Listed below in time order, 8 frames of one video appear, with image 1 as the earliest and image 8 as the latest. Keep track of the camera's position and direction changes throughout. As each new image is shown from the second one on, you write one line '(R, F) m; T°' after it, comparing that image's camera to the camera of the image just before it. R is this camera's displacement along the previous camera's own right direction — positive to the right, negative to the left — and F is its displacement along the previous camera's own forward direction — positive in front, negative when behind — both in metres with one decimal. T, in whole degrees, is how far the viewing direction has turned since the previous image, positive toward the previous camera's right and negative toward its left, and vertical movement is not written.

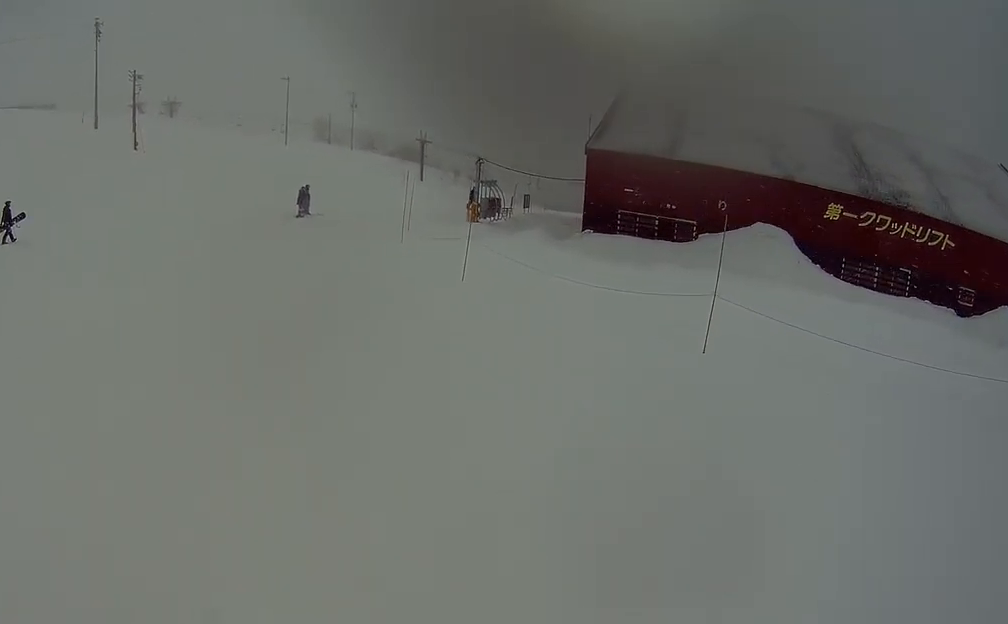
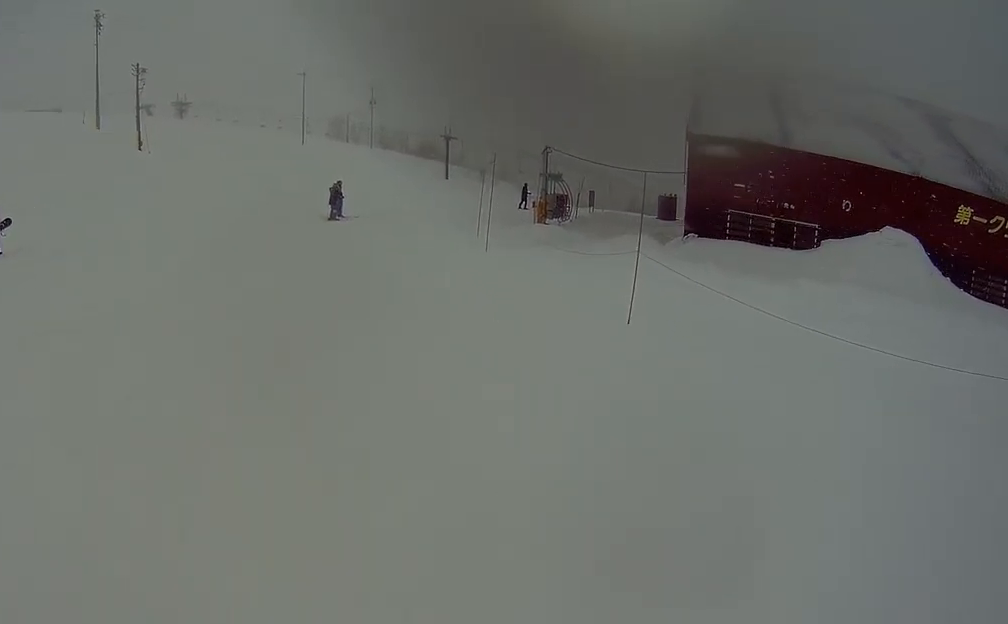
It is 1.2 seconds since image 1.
(+0.2, +7.3) m; +3°
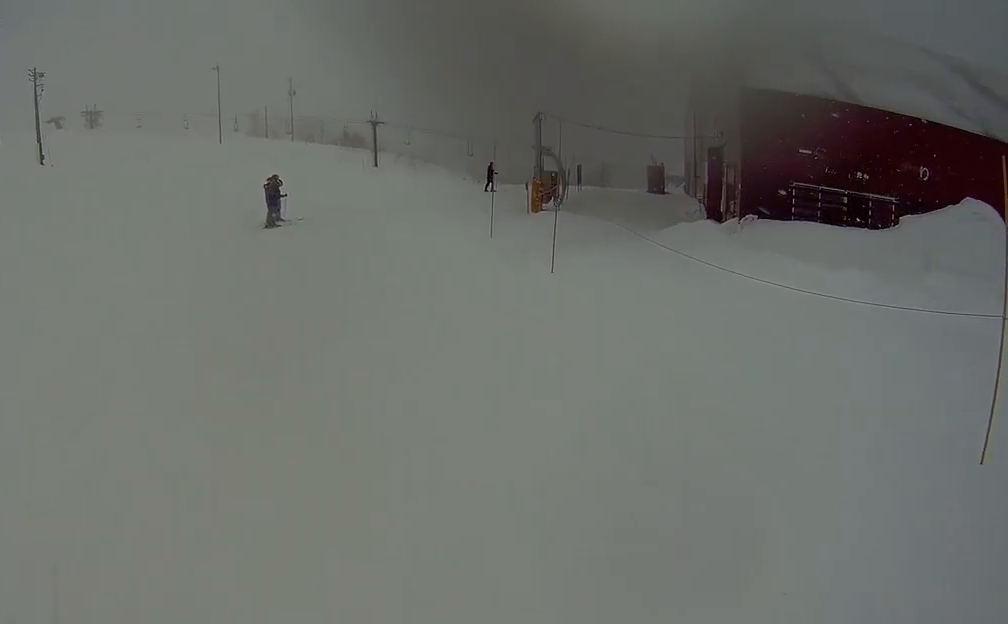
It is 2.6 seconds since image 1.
(+0.2, +7.7) m; +6°
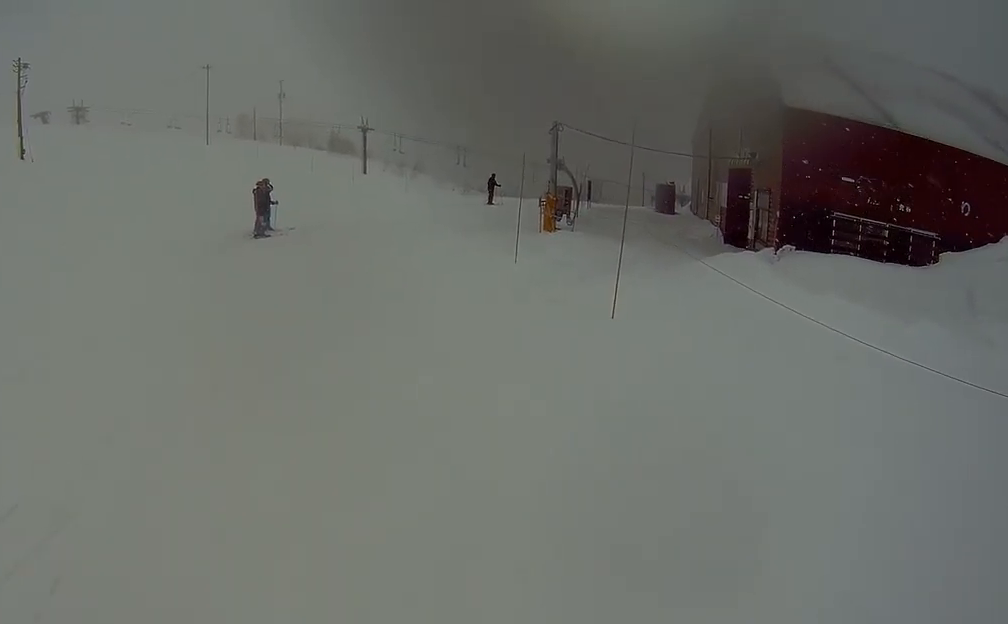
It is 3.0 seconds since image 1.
(+0.1, +2.2) m; +4°
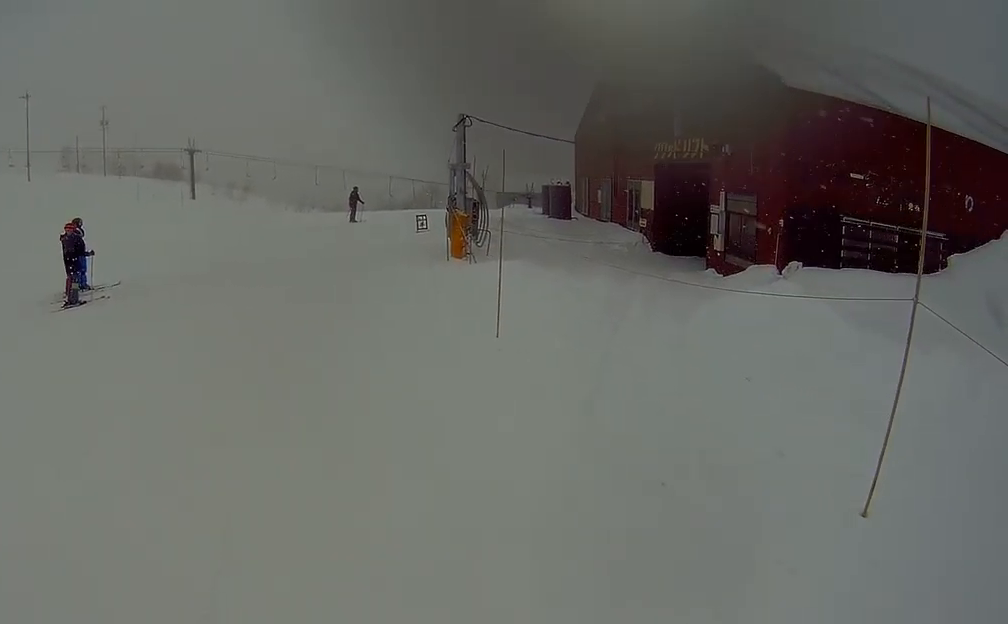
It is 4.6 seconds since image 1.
(+0.6, +6.0) m; +11°
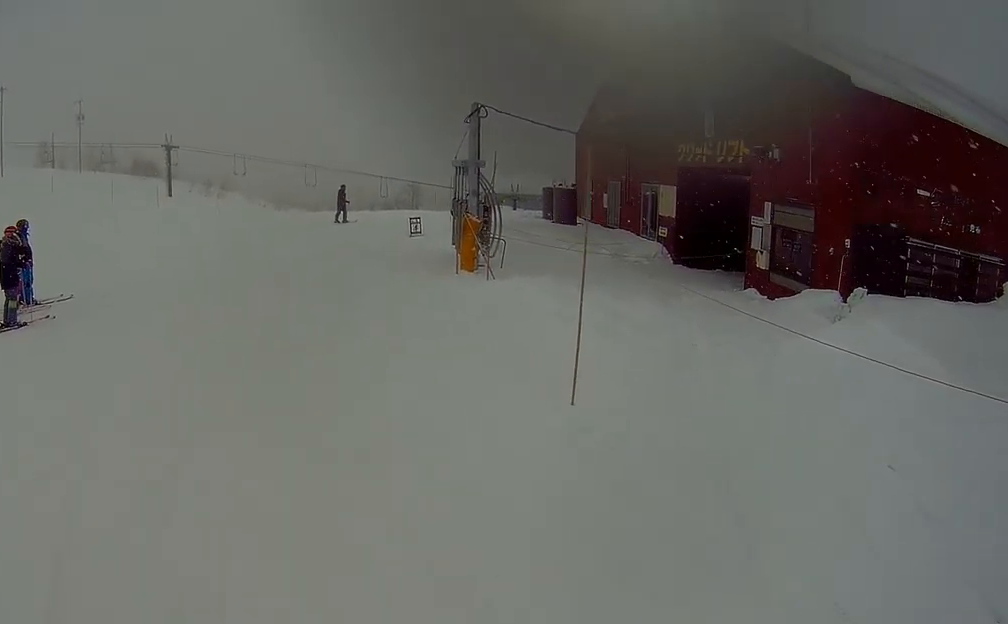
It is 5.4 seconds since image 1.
(+0.1, +2.6) m; +5°
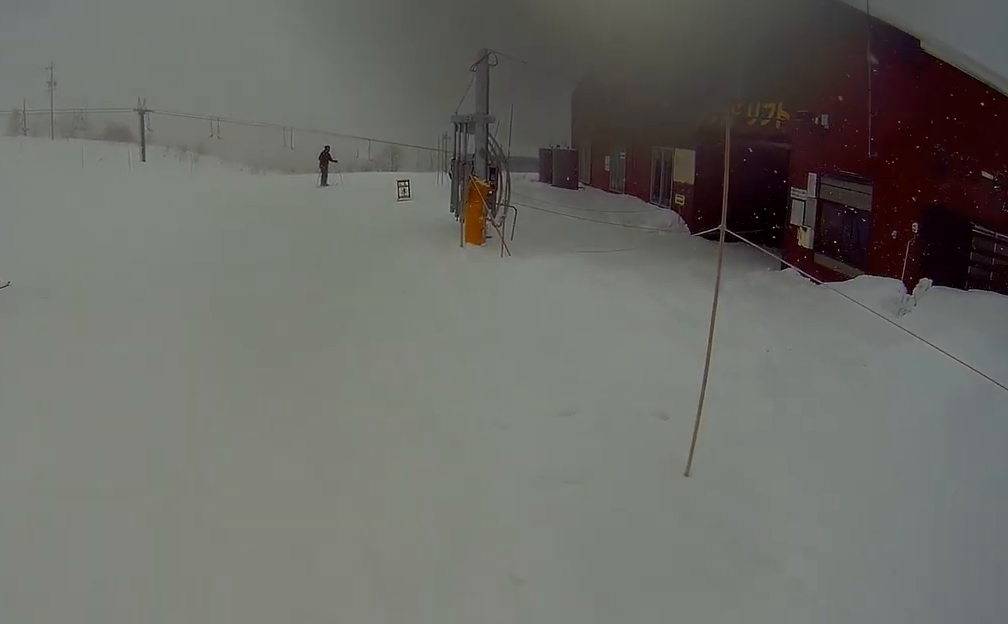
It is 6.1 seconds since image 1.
(+0.1, +2.0) m; +7°
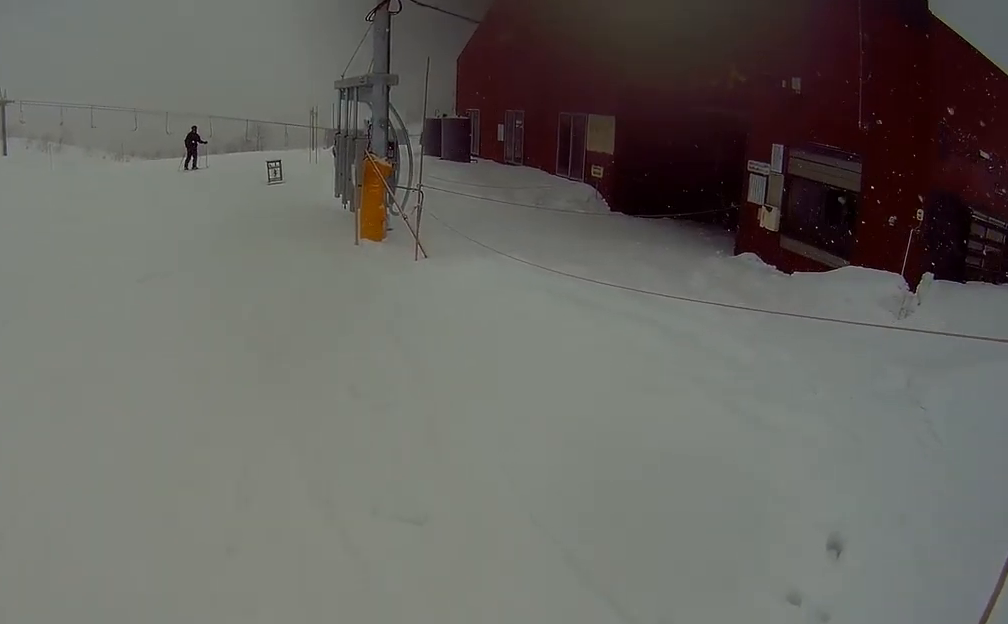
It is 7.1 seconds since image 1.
(+0.2, +2.6) m; +7°
